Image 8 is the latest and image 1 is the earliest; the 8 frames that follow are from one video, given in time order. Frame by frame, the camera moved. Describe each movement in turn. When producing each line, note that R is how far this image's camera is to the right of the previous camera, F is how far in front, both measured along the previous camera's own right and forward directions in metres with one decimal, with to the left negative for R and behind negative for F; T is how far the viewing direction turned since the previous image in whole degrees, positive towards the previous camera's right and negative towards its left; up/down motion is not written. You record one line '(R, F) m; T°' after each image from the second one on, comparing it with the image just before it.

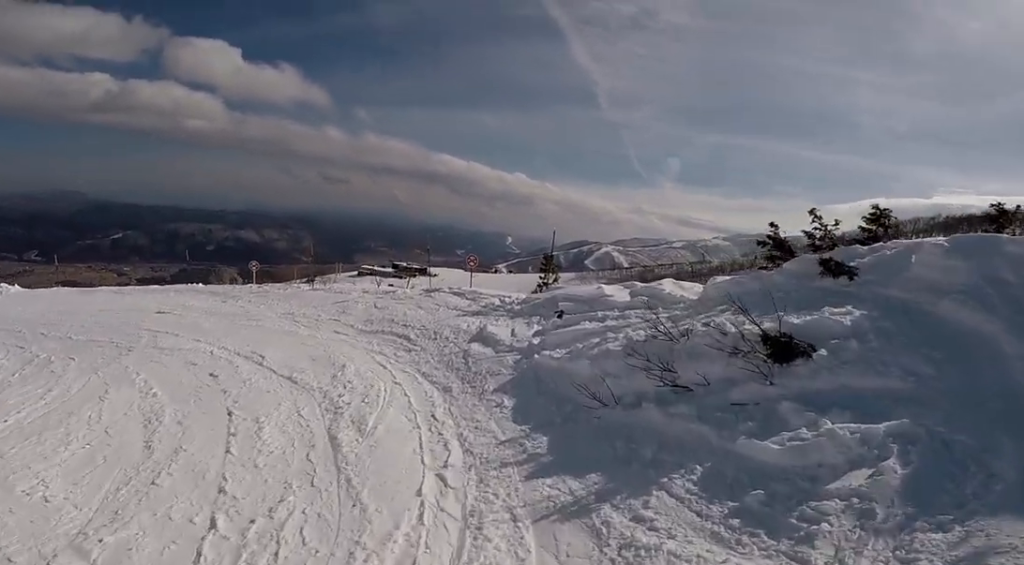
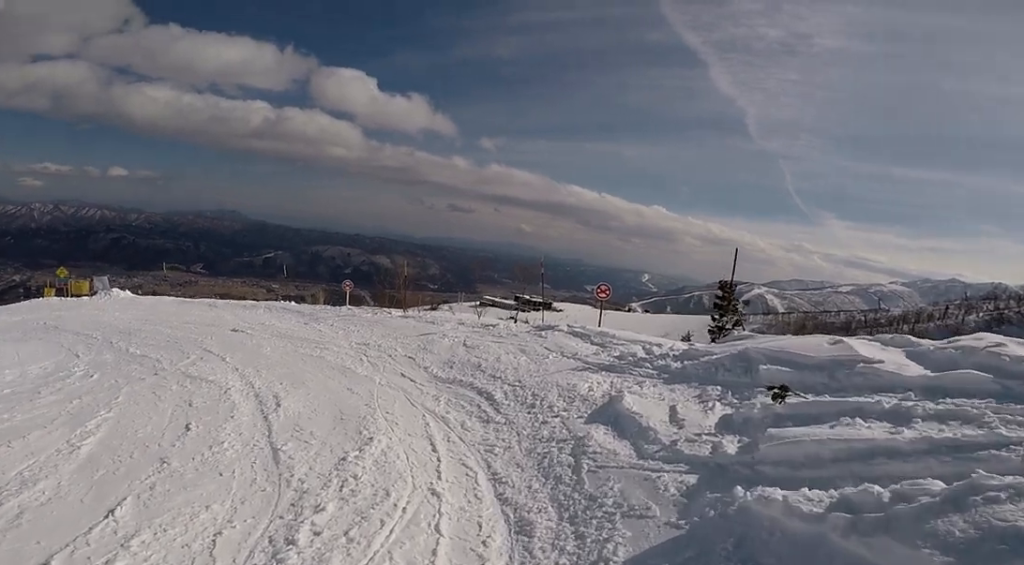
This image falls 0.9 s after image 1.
(-0.2, +3.4) m; -14°
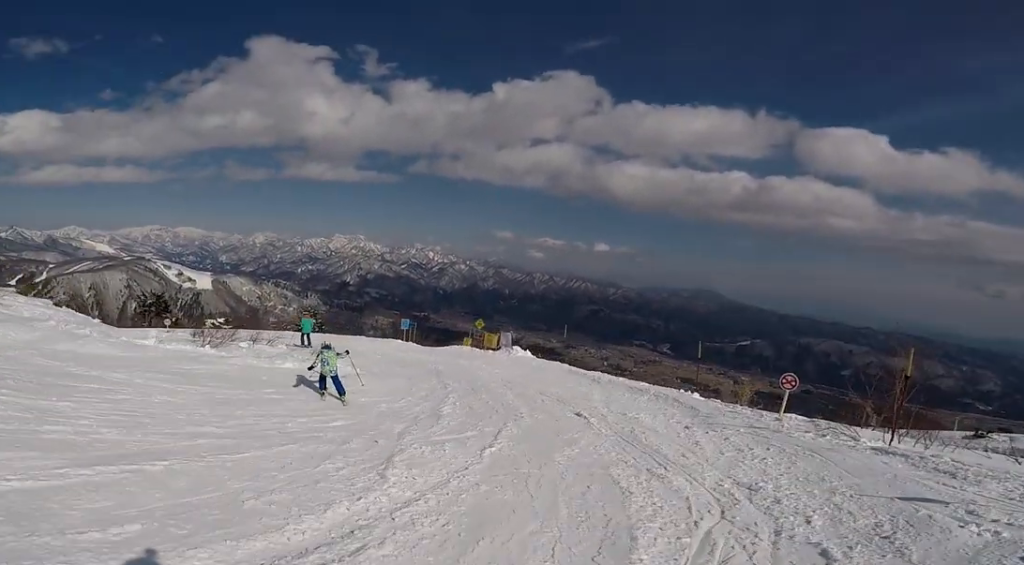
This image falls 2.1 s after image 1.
(-1.2, +5.1) m; -39°
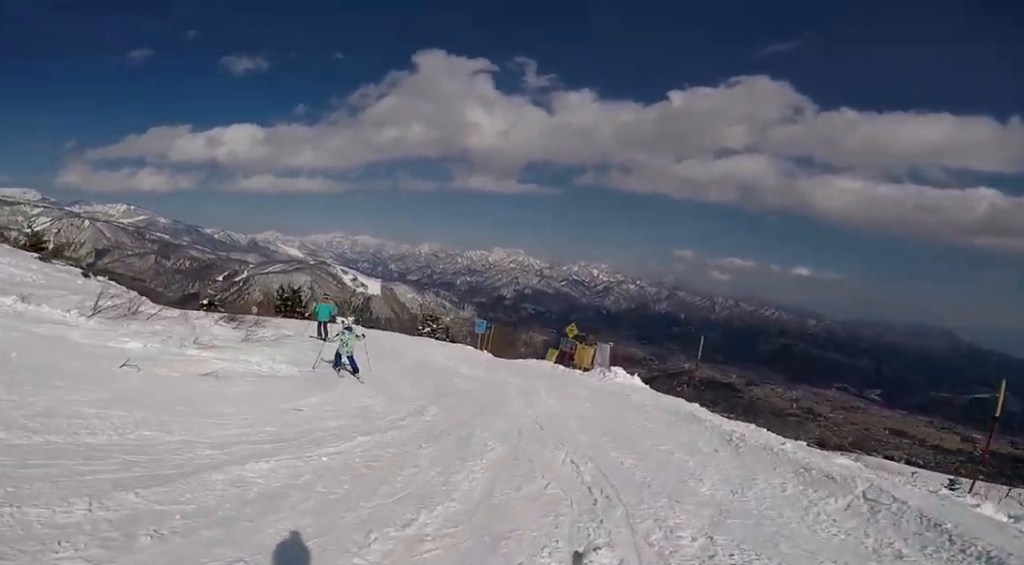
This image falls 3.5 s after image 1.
(-2.9, +5.3) m; -31°
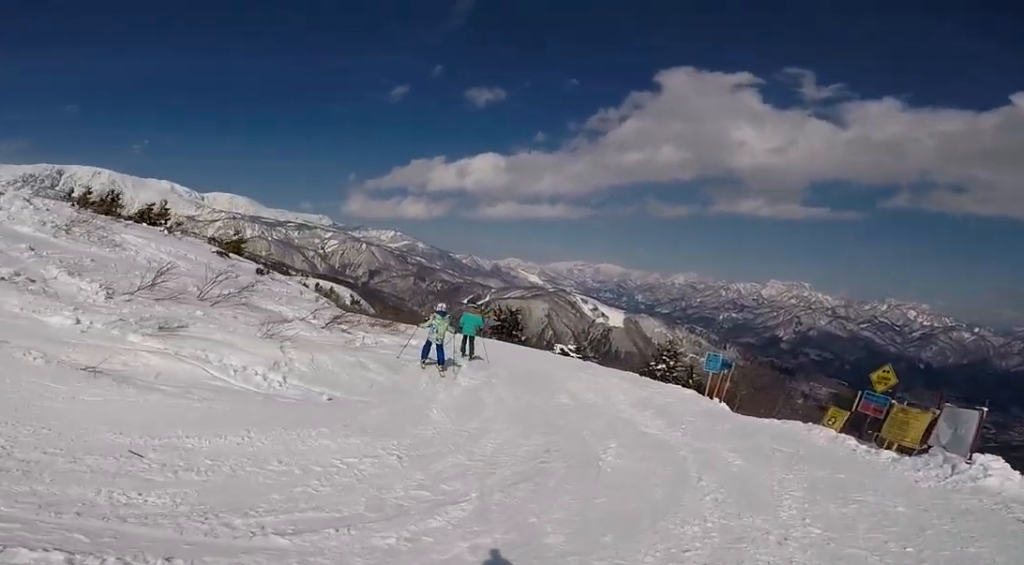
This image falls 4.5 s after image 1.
(+0.9, +4.0) m; -12°
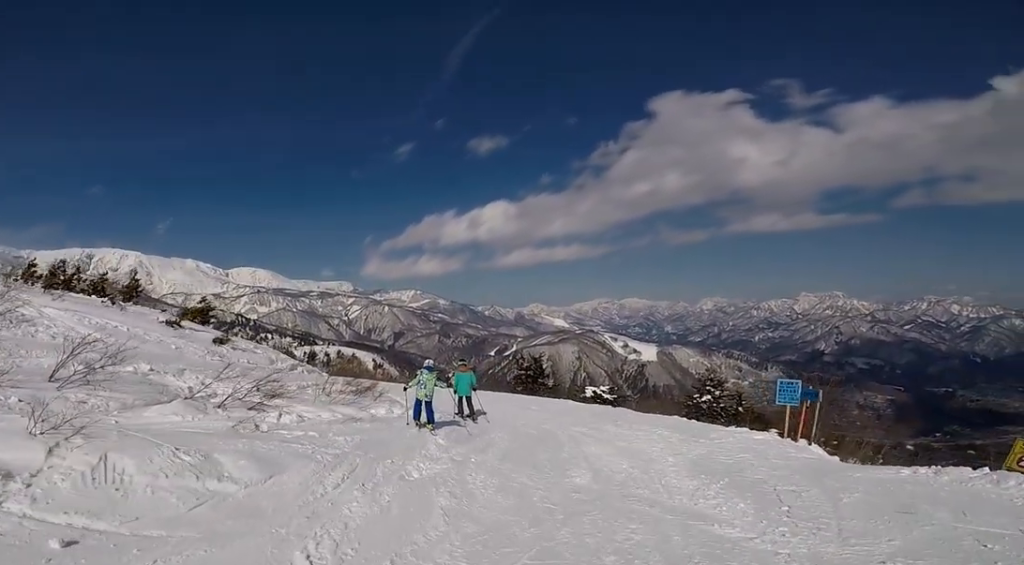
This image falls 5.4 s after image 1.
(-1.6, +2.4) m; -25°
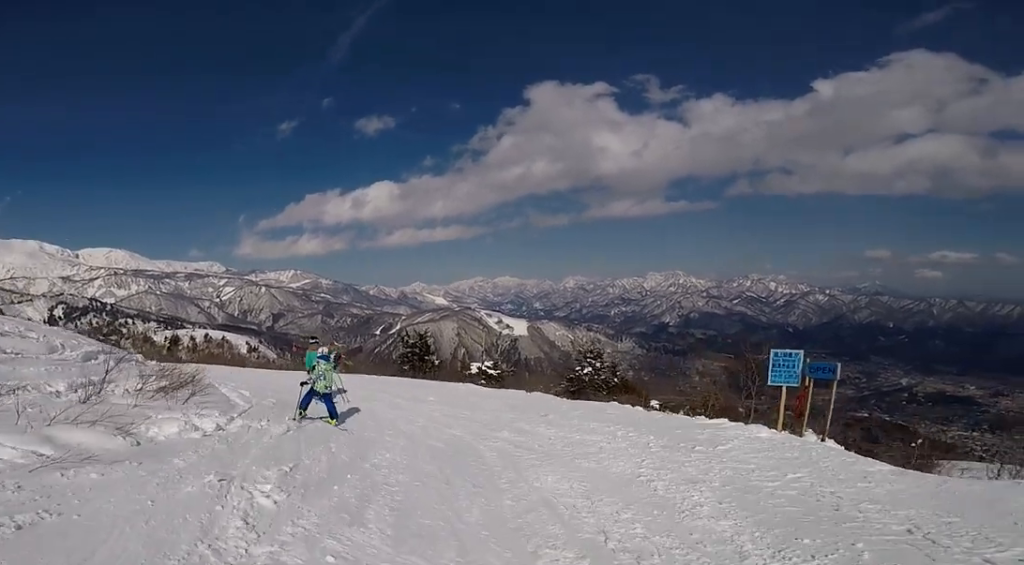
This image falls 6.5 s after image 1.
(+0.4, +4.6) m; +3°
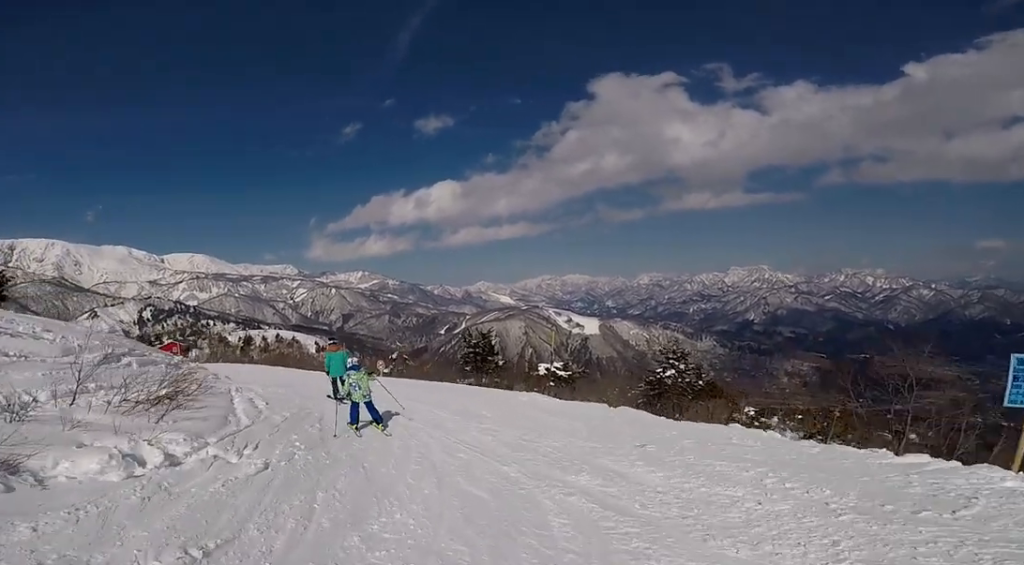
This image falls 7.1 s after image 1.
(+0.1, +2.2) m; -10°
